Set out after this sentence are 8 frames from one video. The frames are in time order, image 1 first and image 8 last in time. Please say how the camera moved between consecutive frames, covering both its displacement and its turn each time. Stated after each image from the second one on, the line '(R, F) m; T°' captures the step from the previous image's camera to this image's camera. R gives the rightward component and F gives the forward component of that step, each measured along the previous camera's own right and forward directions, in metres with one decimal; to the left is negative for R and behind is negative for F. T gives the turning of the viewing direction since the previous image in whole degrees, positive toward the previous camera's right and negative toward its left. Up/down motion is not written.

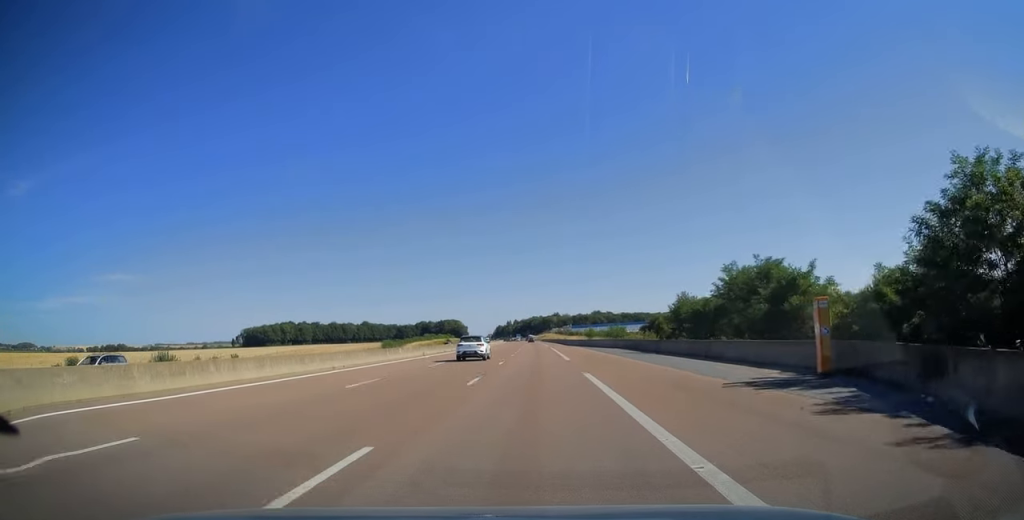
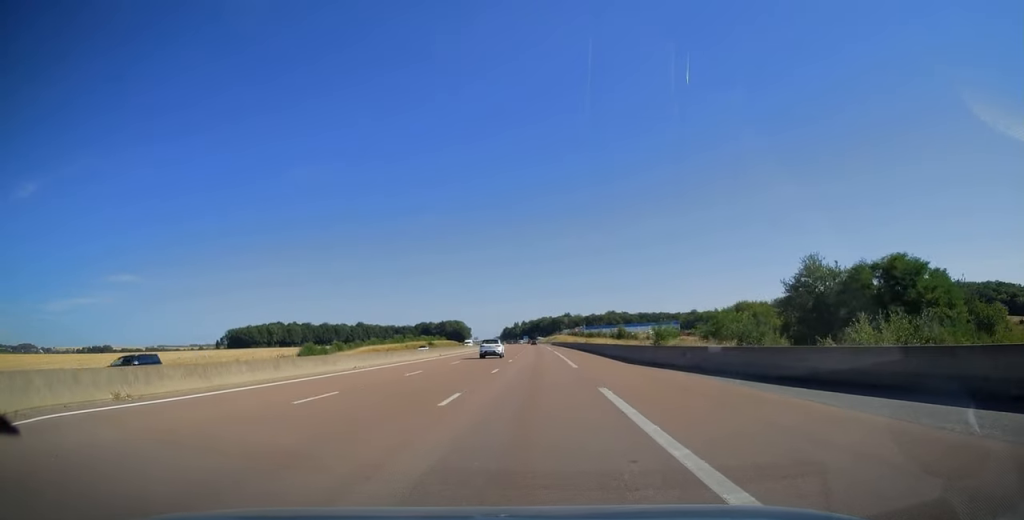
(-0.2, +57.3) m; -1°
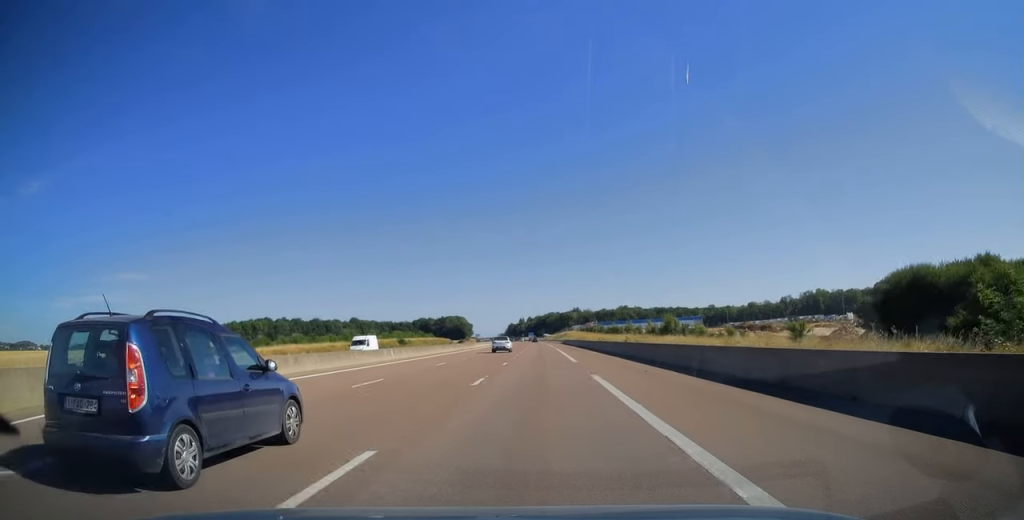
(-0.3, +47.7) m; -1°
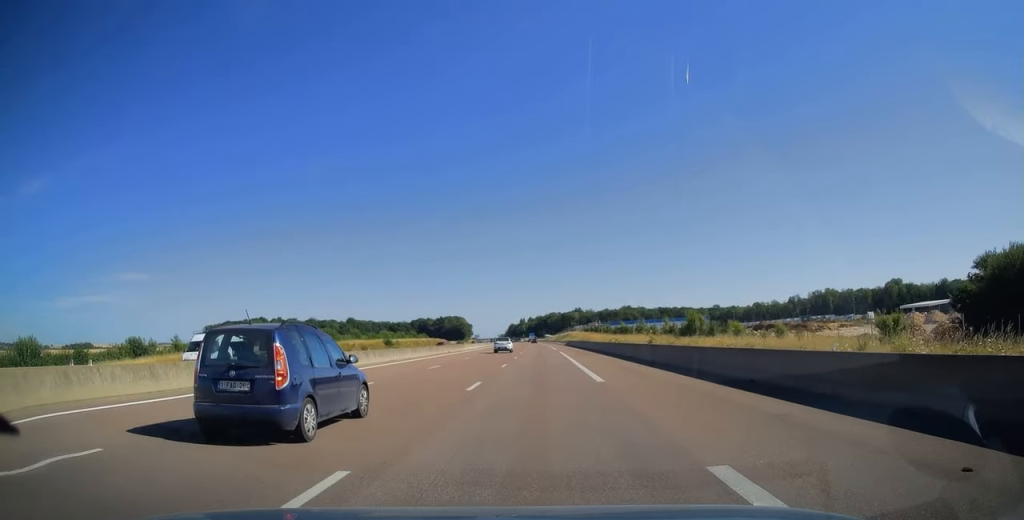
(0.0, +14.2) m; 0°
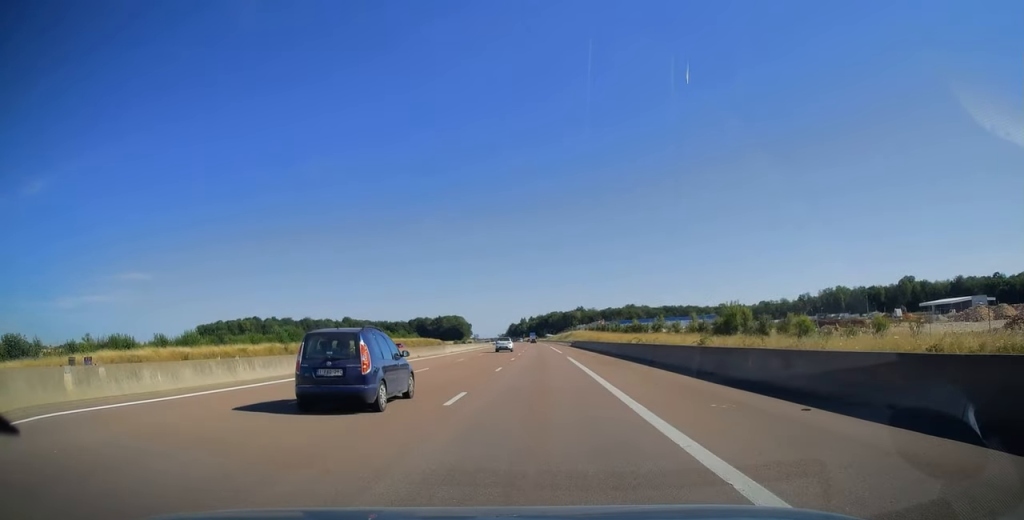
(-0.1, +16.7) m; 0°
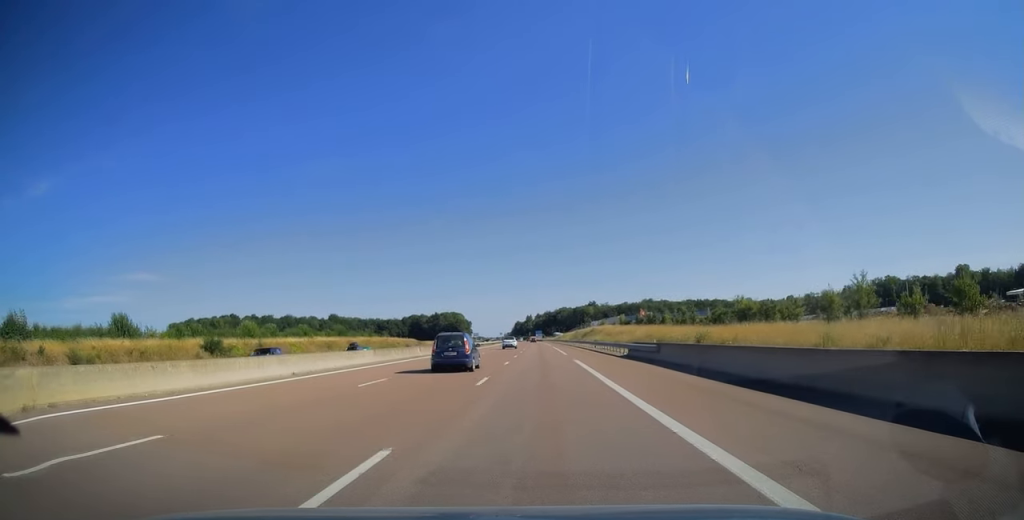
(-0.3, +60.4) m; -1°
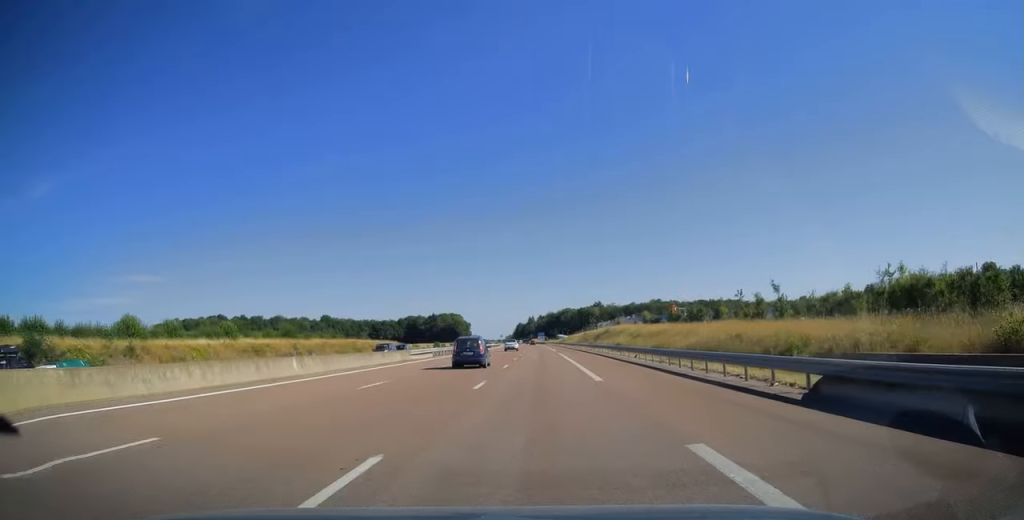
(0.0, +26.3) m; 0°
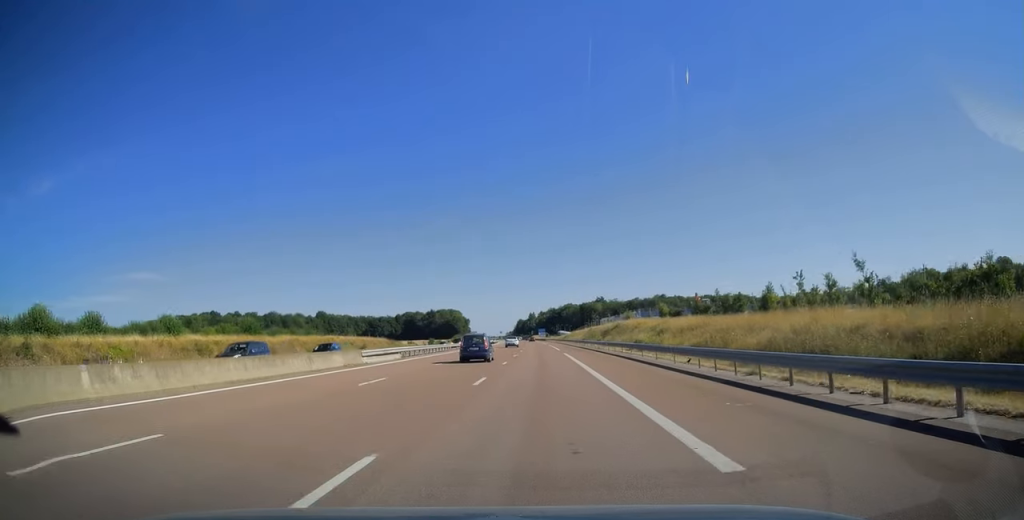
(0.0, +13.2) m; 0°
